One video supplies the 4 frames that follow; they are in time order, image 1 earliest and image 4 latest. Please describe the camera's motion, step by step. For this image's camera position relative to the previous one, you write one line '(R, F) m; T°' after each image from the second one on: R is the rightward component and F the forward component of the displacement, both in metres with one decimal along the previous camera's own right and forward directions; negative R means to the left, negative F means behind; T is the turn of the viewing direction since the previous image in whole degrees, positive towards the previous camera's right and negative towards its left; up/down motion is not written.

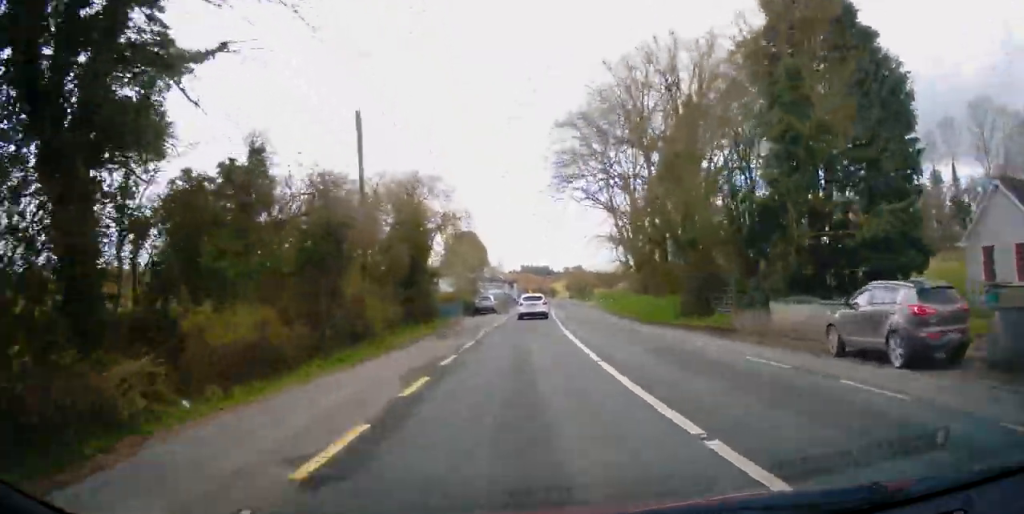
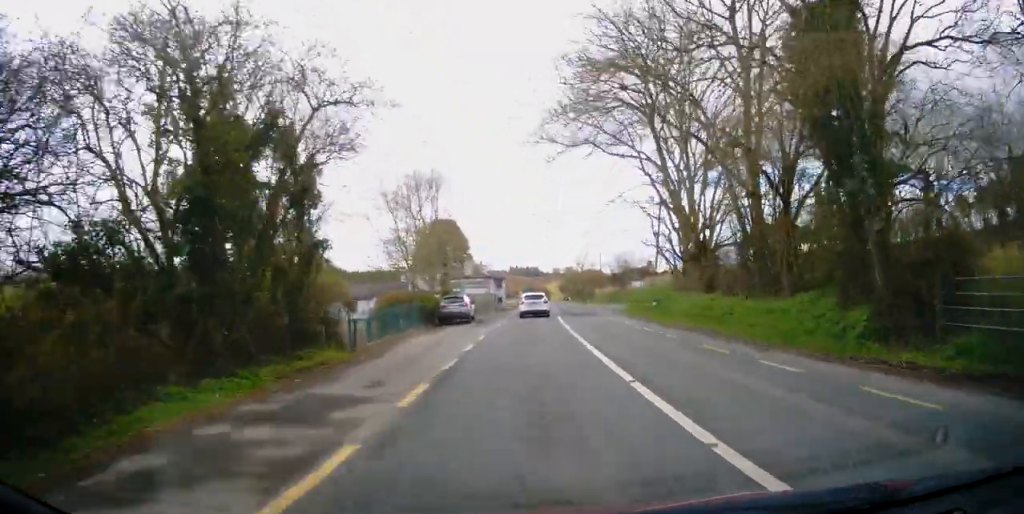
(+0.2, +16.4) m; +2°
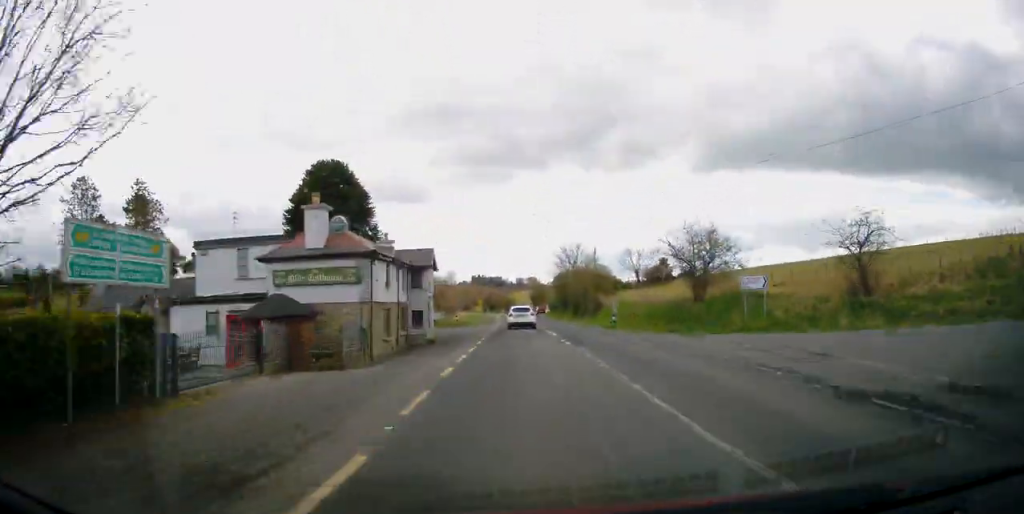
(+1.6, +40.1) m; +4°
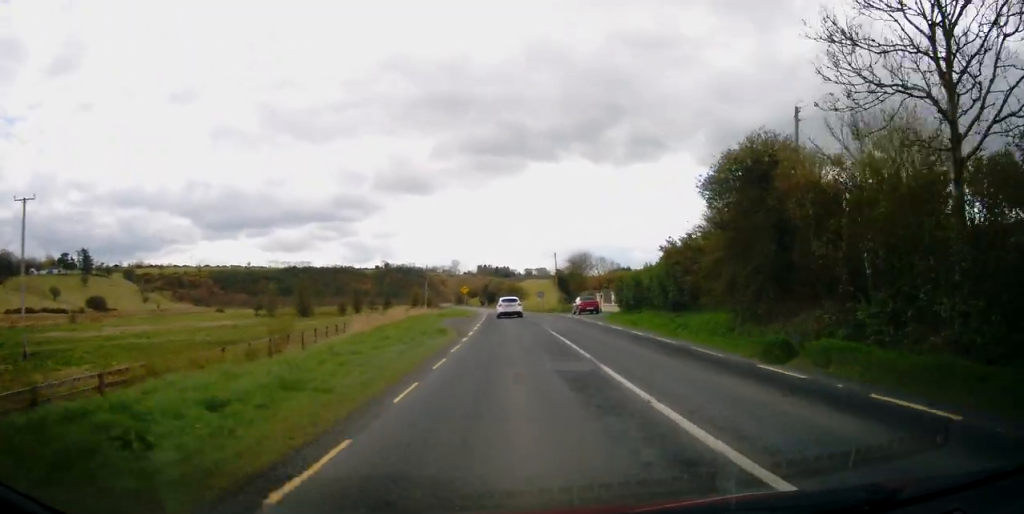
(-0.1, +62.6) m; 0°
